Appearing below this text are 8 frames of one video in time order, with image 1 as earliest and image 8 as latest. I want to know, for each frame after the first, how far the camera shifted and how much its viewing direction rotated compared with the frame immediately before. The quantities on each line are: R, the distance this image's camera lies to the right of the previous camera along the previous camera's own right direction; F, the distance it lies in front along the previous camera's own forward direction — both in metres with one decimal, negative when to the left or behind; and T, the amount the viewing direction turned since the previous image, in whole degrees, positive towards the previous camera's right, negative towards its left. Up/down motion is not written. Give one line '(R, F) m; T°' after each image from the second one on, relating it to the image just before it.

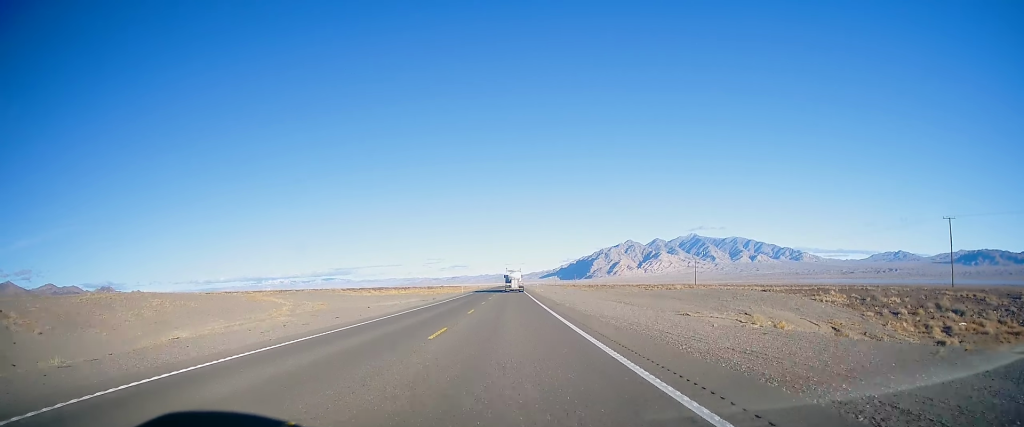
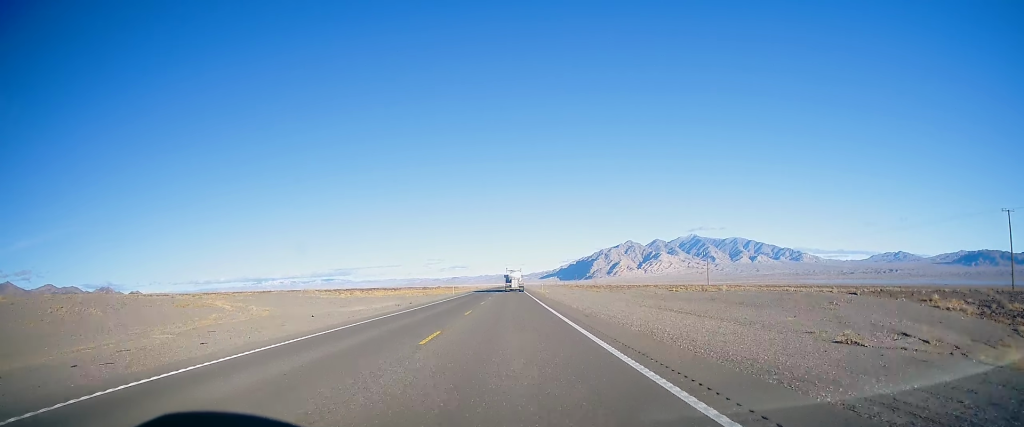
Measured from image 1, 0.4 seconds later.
(+0.1, +13.7) m; 0°
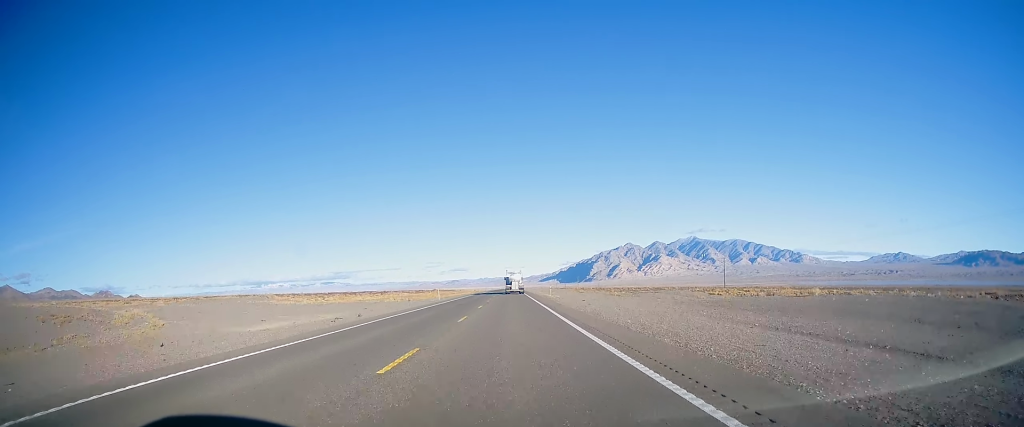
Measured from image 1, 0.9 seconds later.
(+0.1, +15.8) m; 0°
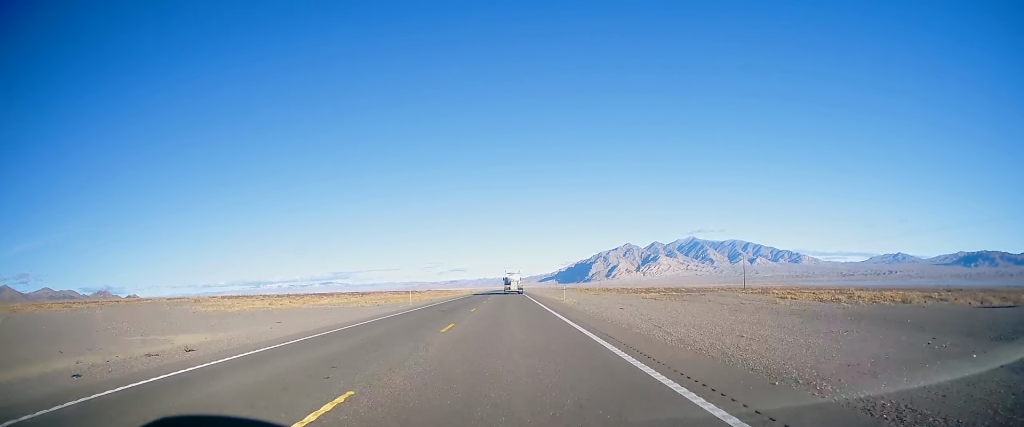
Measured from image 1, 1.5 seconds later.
(0.0, +17.0) m; 0°
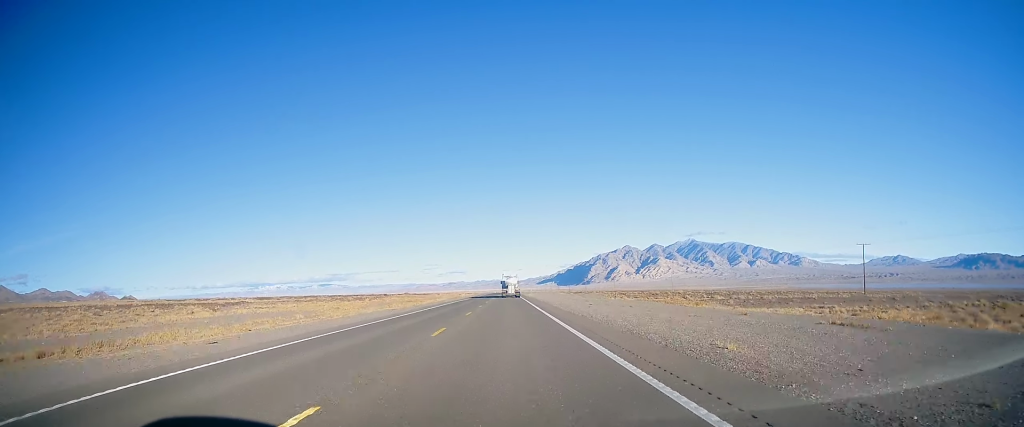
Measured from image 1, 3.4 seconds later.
(-0.2, +61.2) m; -1°
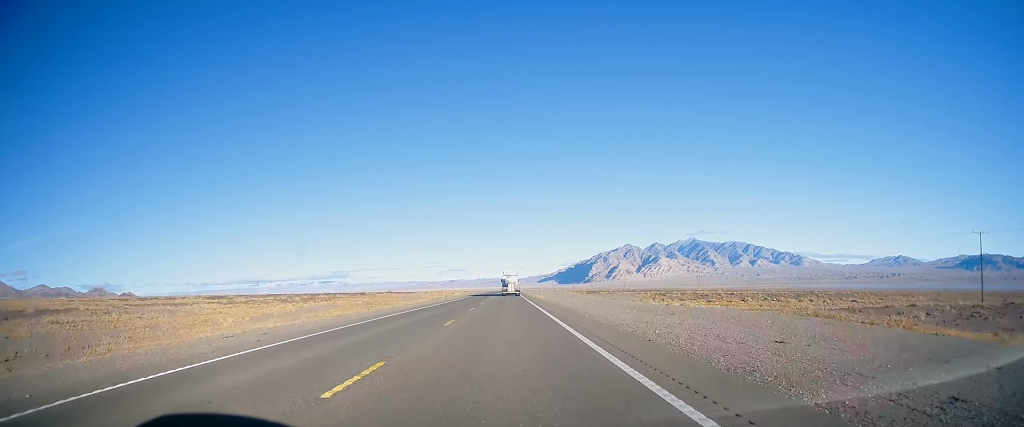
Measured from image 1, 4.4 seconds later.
(-0.3, +32.3) m; -1°
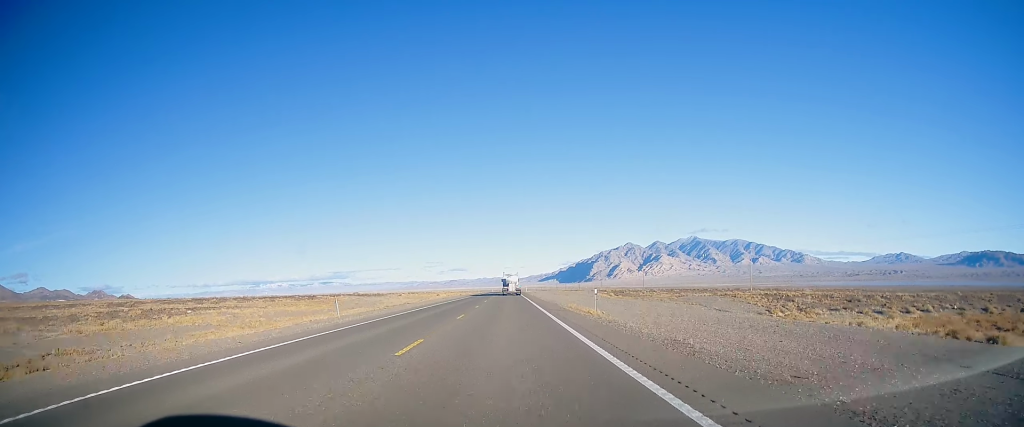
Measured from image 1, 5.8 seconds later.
(+0.3, +44.0) m; +1°
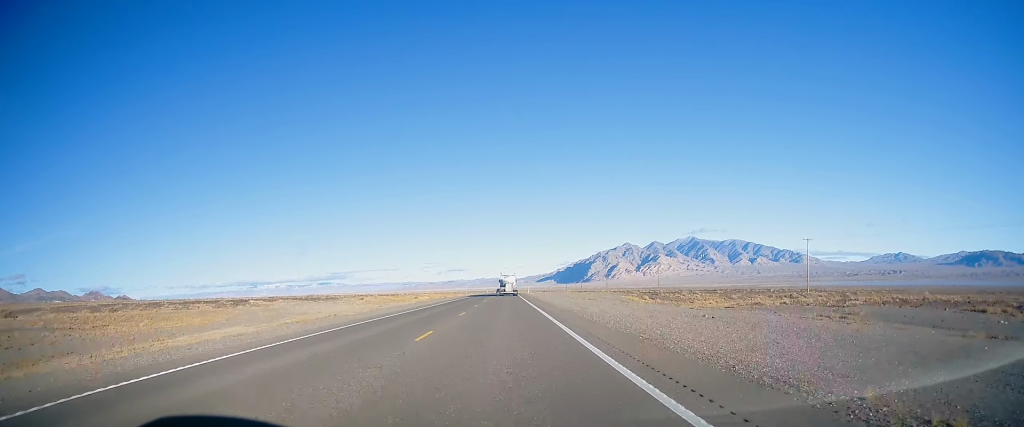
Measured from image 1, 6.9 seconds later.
(0.0, +33.8) m; 0°
